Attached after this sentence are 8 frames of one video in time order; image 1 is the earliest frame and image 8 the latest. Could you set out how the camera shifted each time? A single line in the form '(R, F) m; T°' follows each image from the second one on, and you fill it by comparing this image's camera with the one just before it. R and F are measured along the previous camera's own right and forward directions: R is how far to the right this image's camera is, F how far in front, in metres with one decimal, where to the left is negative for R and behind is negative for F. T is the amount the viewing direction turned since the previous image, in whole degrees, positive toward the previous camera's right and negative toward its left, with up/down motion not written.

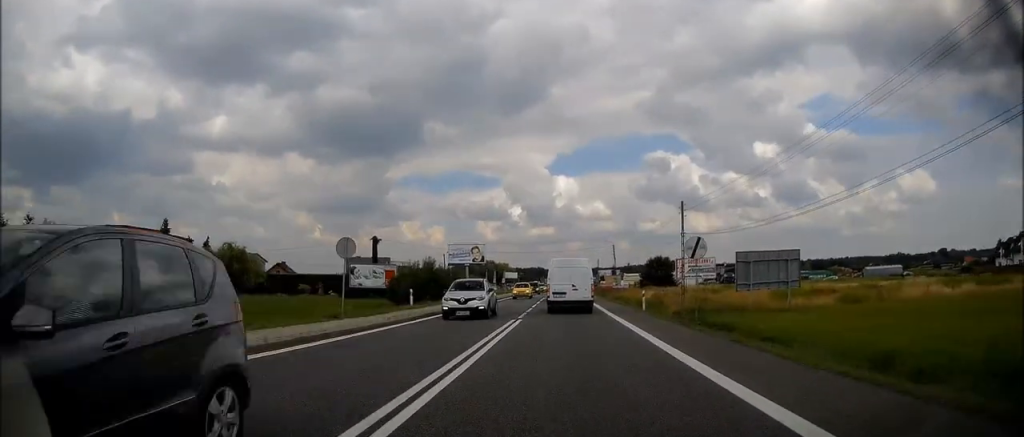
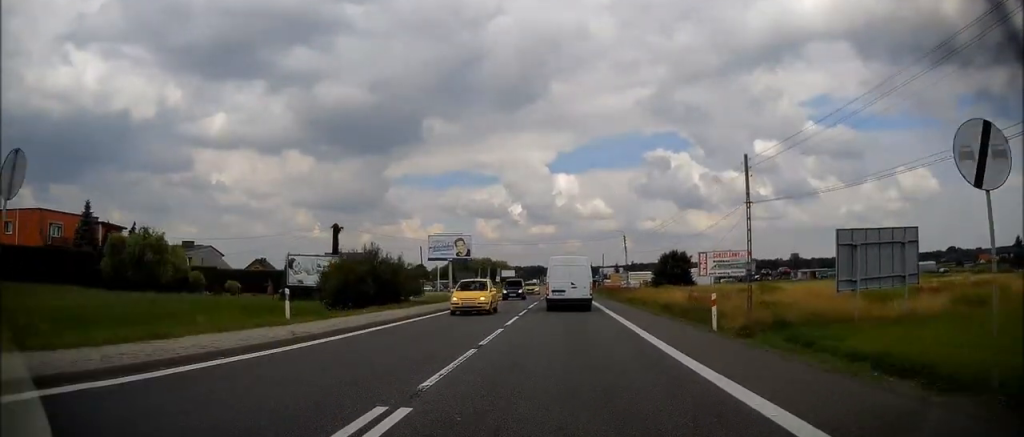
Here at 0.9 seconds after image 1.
(0.0, +15.9) m; 0°
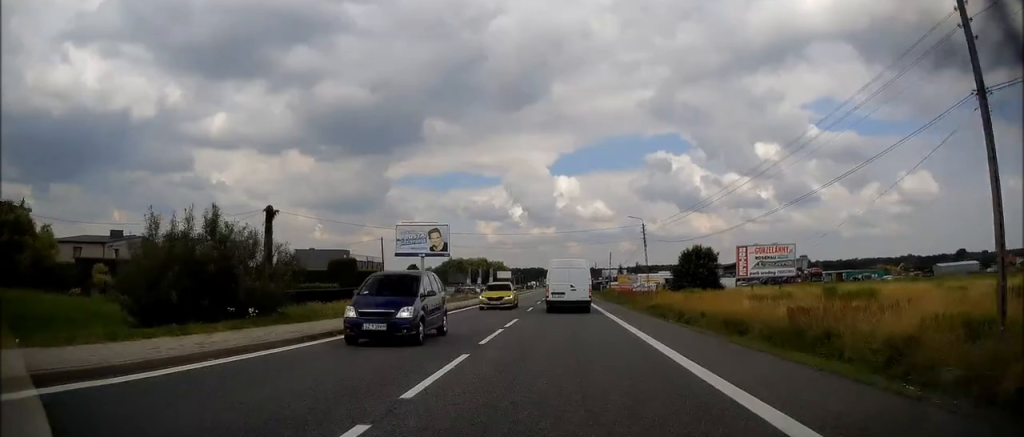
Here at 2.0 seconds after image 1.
(0.0, +17.5) m; 0°
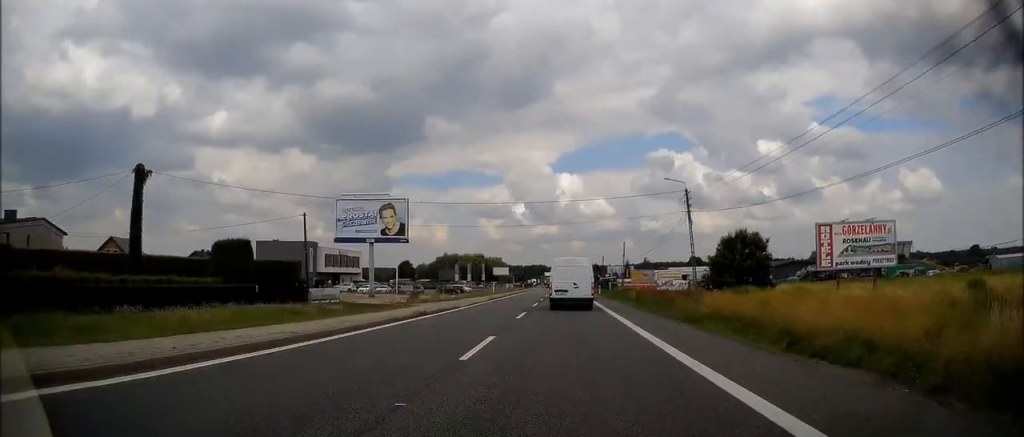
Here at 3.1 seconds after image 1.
(-0.2, +19.8) m; -1°
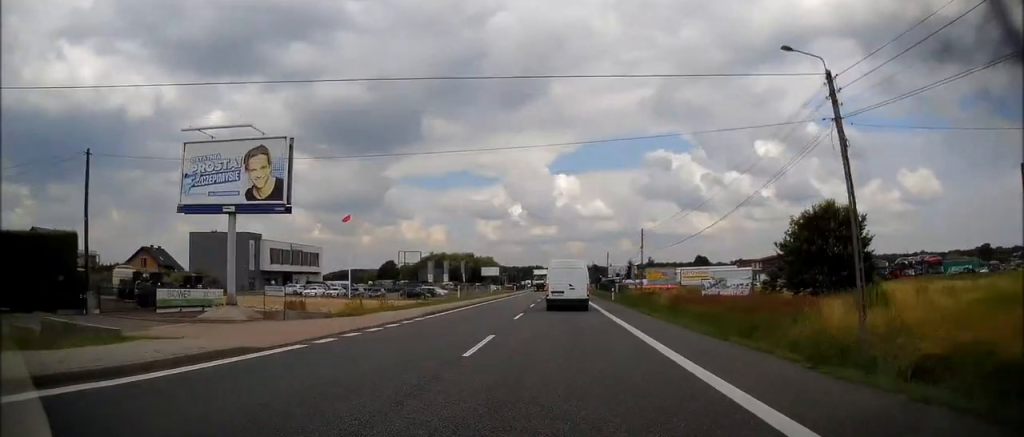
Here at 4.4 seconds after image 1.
(-0.1, +22.2) m; +1°
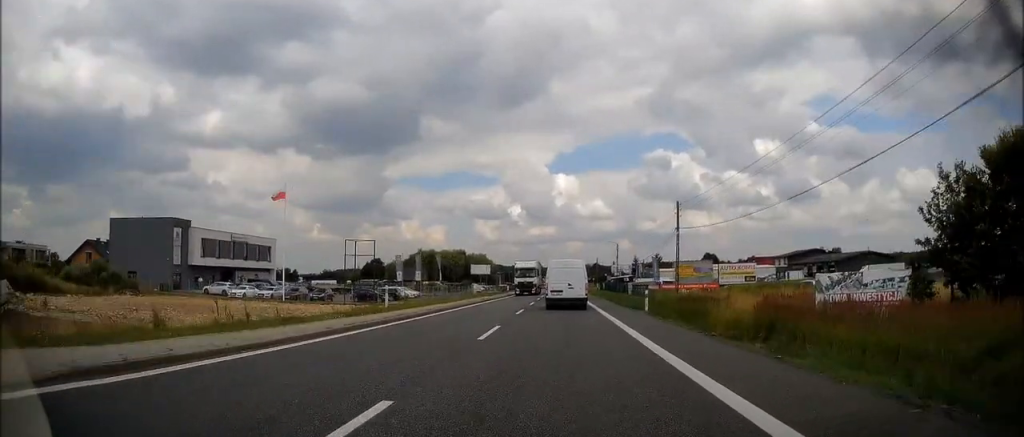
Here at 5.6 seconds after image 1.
(+0.3, +20.2) m; +1°
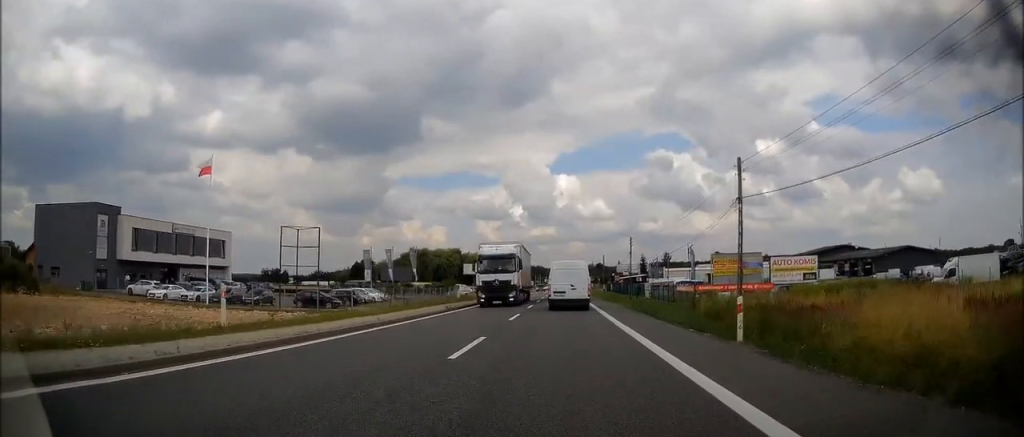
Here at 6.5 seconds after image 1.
(-0.1, +15.1) m; -1°
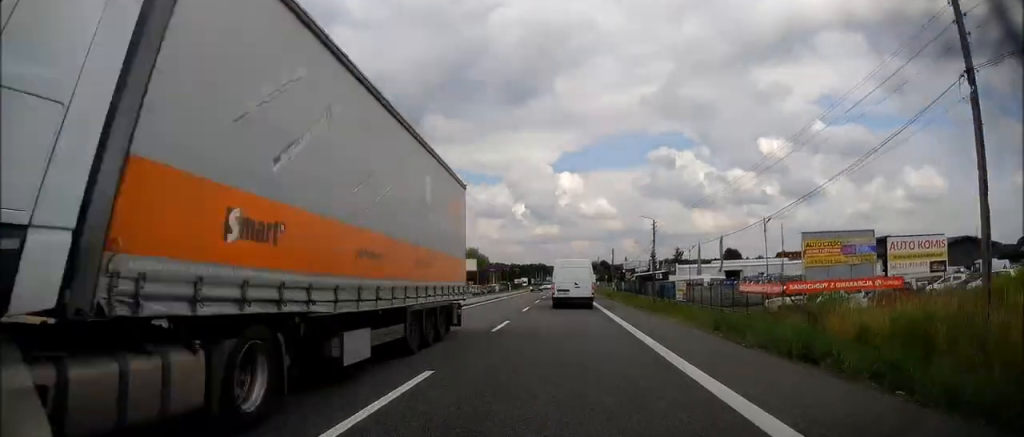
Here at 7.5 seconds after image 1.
(-0.2, +17.6) m; 0°
